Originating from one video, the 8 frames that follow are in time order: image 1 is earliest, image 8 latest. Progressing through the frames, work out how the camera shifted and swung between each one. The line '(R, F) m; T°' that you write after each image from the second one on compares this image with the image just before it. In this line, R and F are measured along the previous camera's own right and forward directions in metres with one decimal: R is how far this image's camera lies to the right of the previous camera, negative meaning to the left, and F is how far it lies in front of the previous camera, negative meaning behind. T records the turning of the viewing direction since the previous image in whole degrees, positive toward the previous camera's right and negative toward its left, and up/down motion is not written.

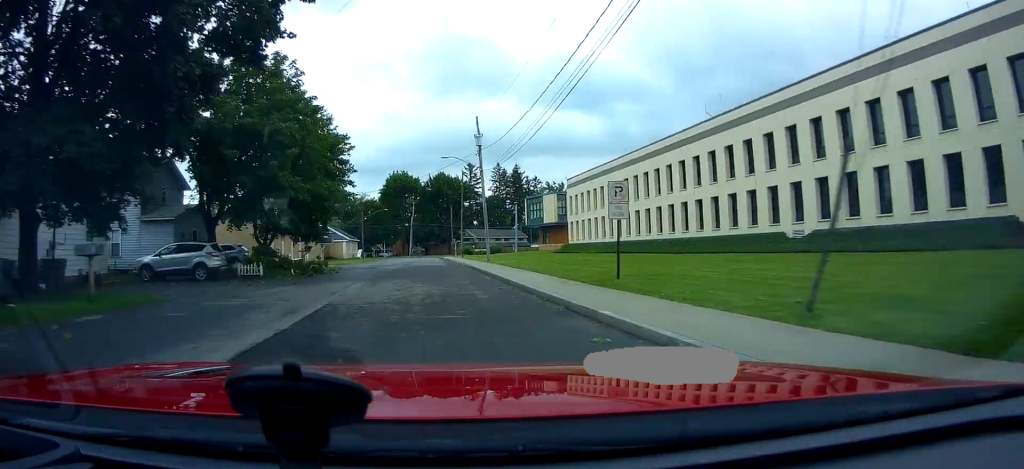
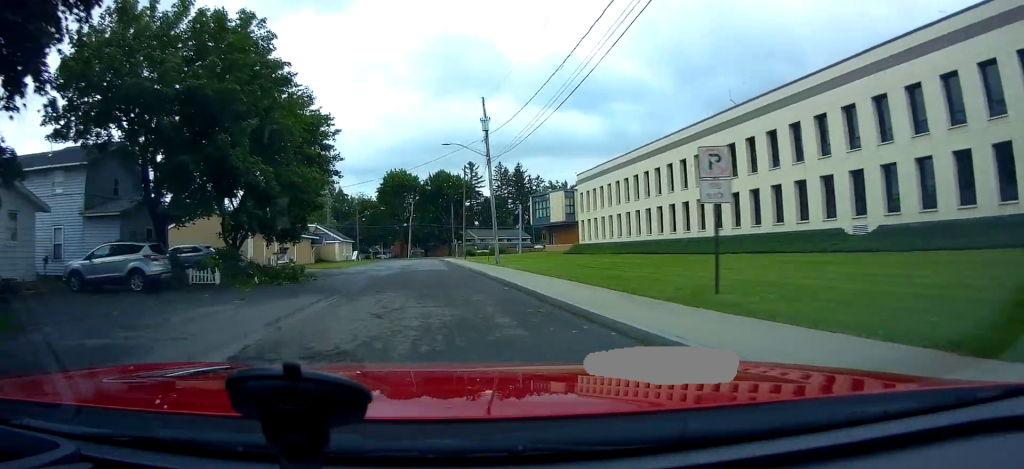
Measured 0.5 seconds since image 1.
(0.0, +5.7) m; 0°
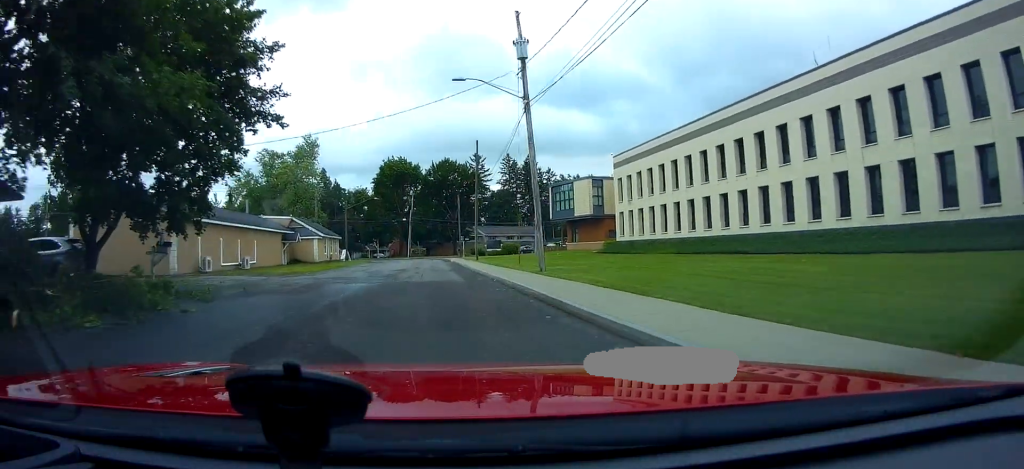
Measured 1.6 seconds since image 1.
(+0.1, +14.1) m; 0°
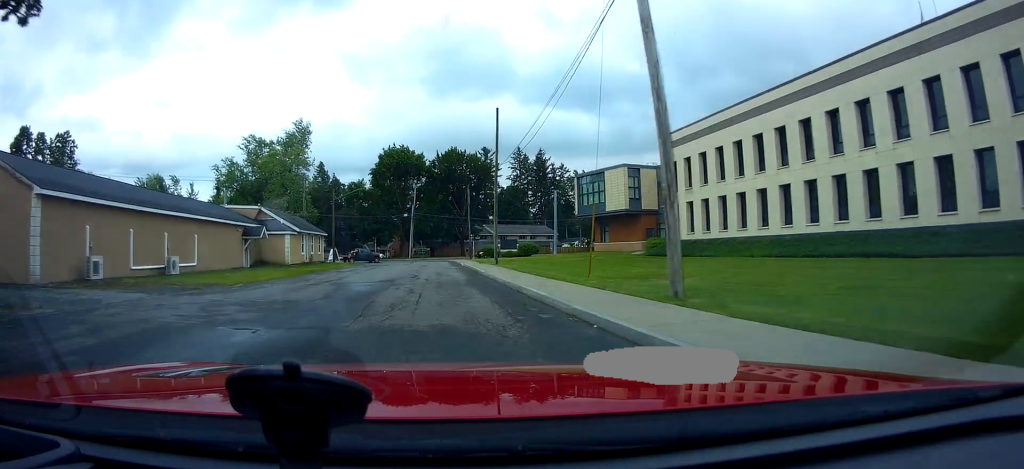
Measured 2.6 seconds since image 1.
(-0.1, +12.1) m; 0°
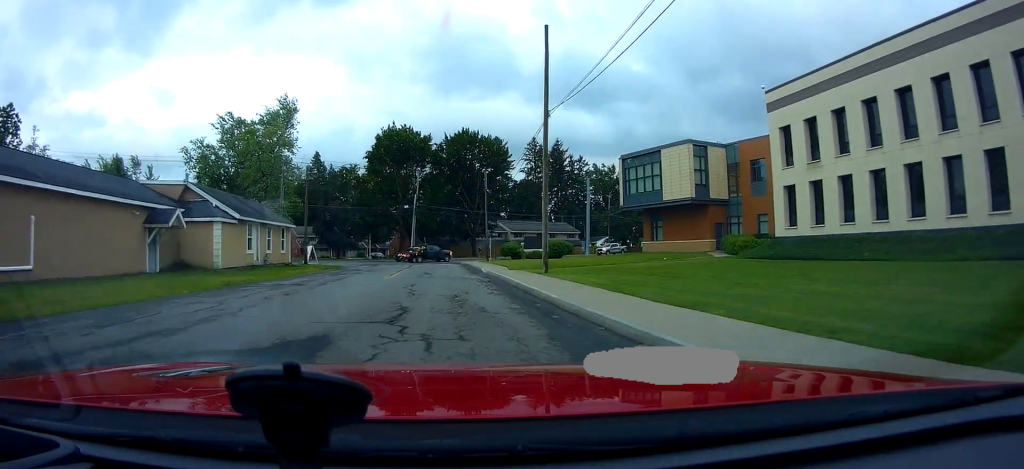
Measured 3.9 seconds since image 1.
(+0.1, +15.2) m; +1°
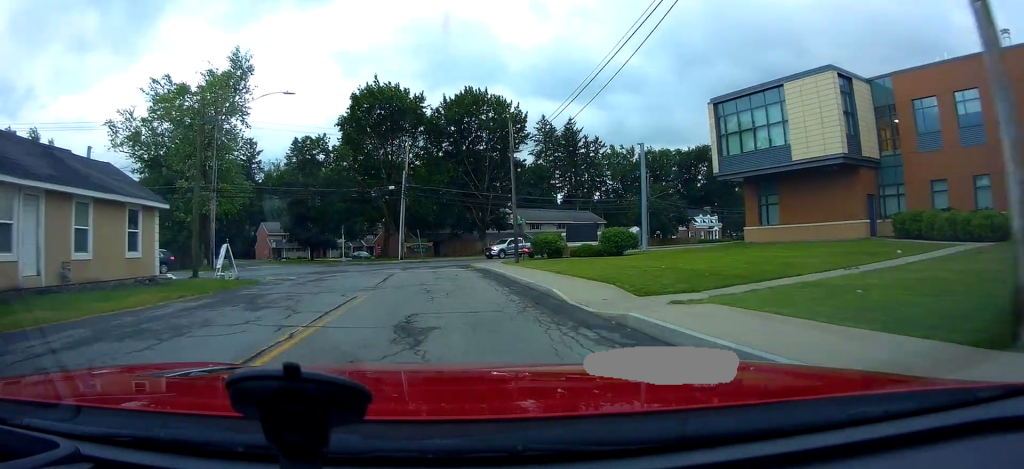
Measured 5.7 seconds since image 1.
(+0.7, +20.1) m; 0°
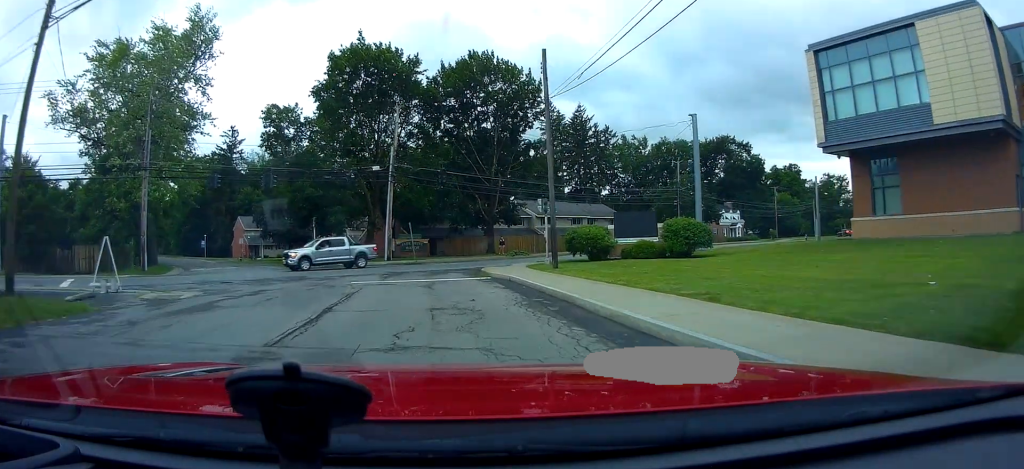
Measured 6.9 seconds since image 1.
(-0.7, +11.5) m; -2°
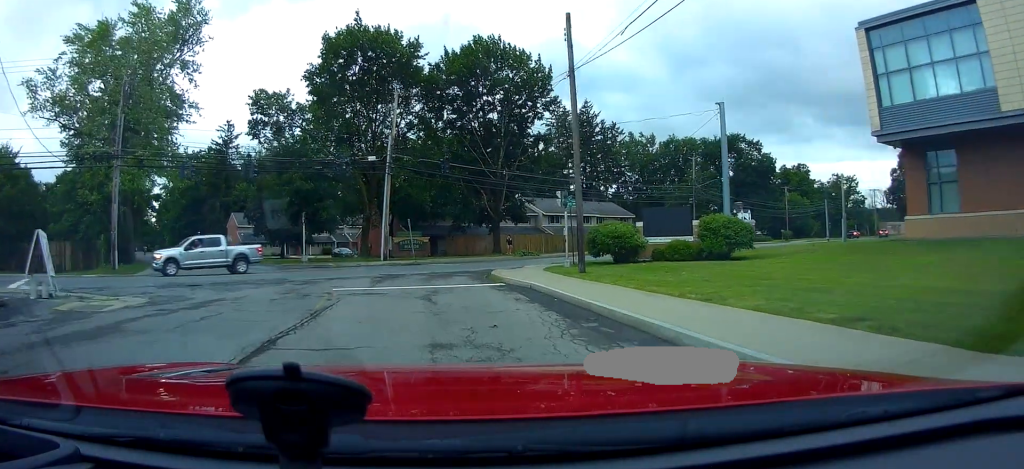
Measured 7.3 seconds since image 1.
(-0.1, +4.1) m; +2°
